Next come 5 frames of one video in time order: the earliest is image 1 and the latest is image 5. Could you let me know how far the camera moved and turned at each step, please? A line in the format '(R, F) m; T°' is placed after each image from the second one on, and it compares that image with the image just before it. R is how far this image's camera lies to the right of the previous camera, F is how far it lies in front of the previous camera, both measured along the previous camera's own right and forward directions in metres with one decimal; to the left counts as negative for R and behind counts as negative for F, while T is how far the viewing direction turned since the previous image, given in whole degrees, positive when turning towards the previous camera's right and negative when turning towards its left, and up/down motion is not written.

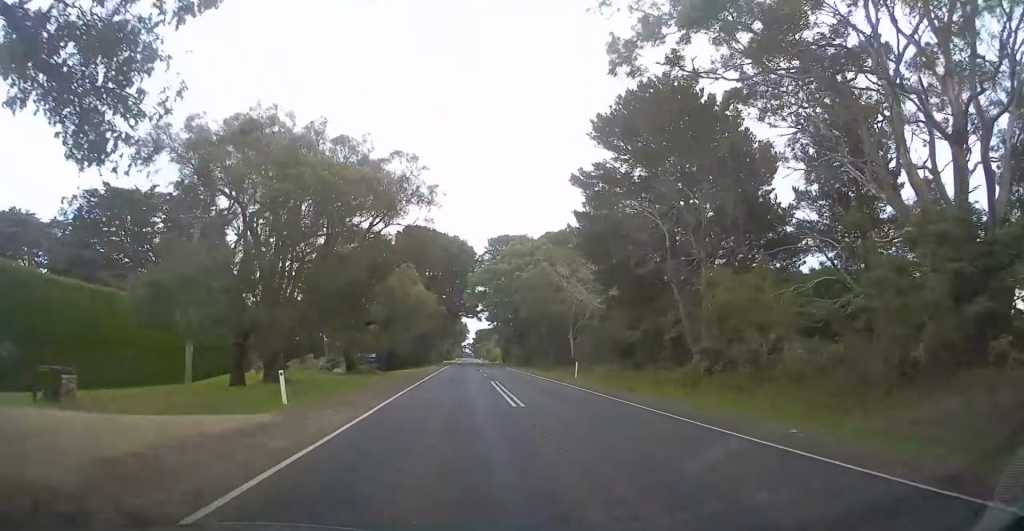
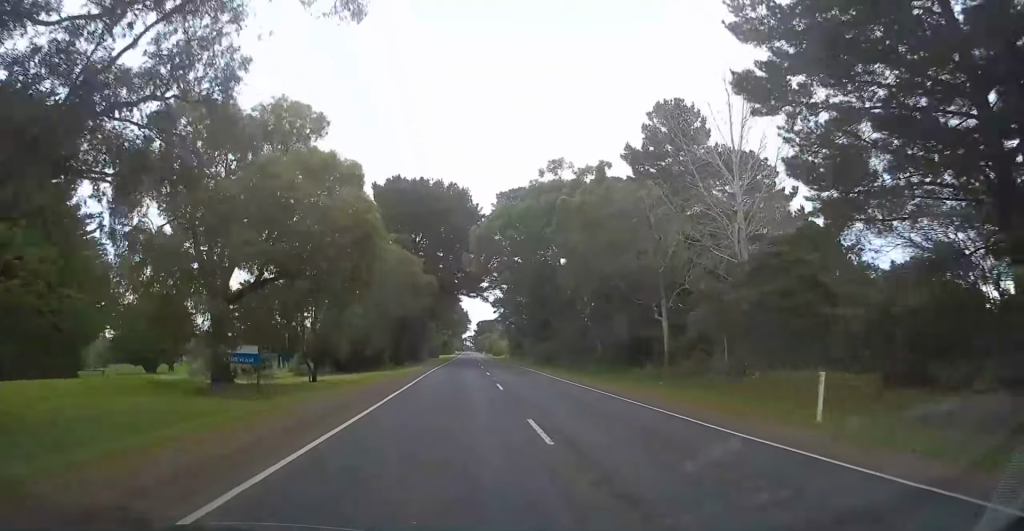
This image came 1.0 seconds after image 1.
(0.0, +27.9) m; -1°
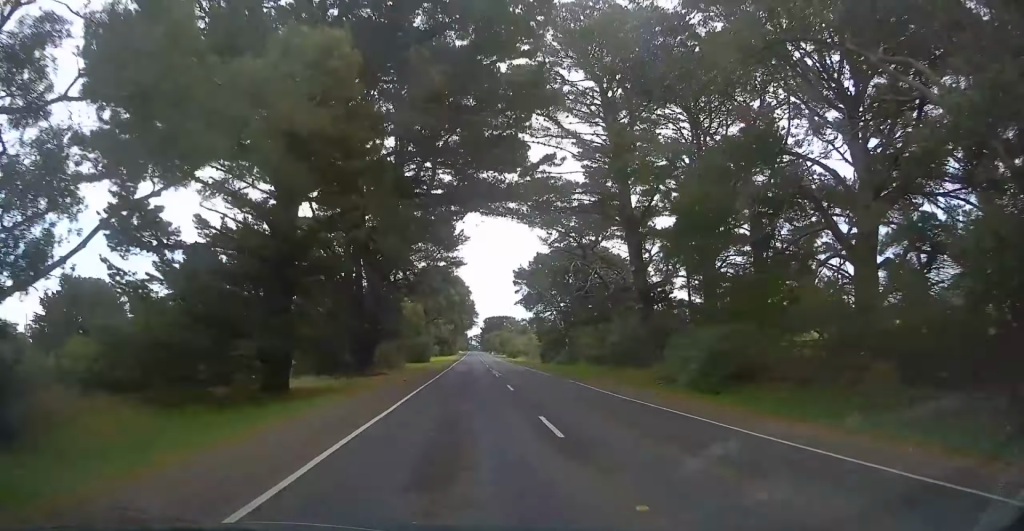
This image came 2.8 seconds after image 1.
(-0.4, +45.2) m; 0°
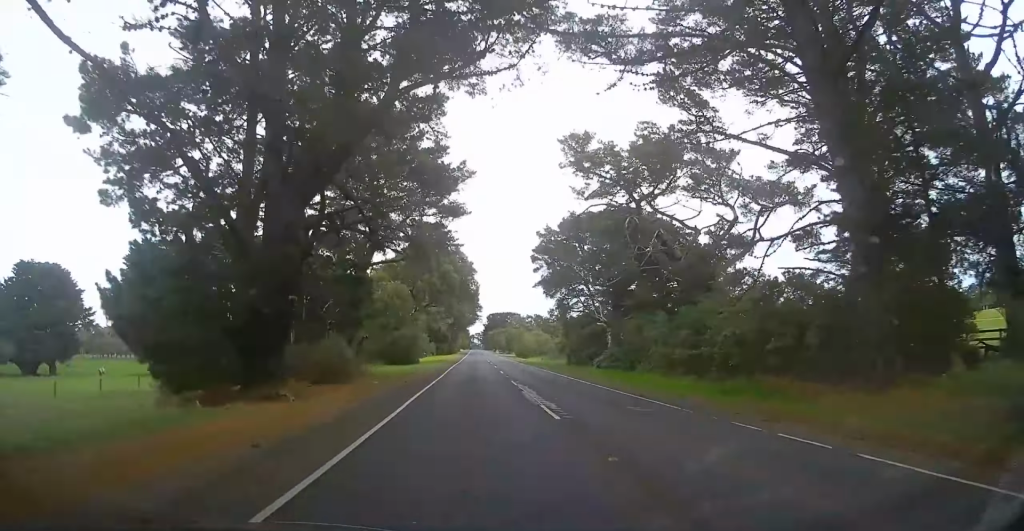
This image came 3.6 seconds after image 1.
(+0.2, +20.7) m; 0°
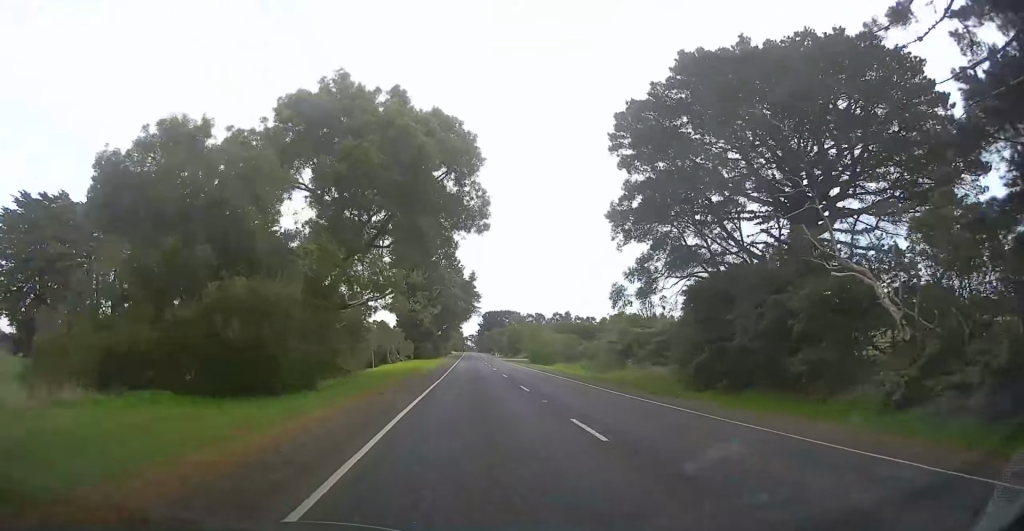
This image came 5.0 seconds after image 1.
(-0.2, +38.7) m; -1°
